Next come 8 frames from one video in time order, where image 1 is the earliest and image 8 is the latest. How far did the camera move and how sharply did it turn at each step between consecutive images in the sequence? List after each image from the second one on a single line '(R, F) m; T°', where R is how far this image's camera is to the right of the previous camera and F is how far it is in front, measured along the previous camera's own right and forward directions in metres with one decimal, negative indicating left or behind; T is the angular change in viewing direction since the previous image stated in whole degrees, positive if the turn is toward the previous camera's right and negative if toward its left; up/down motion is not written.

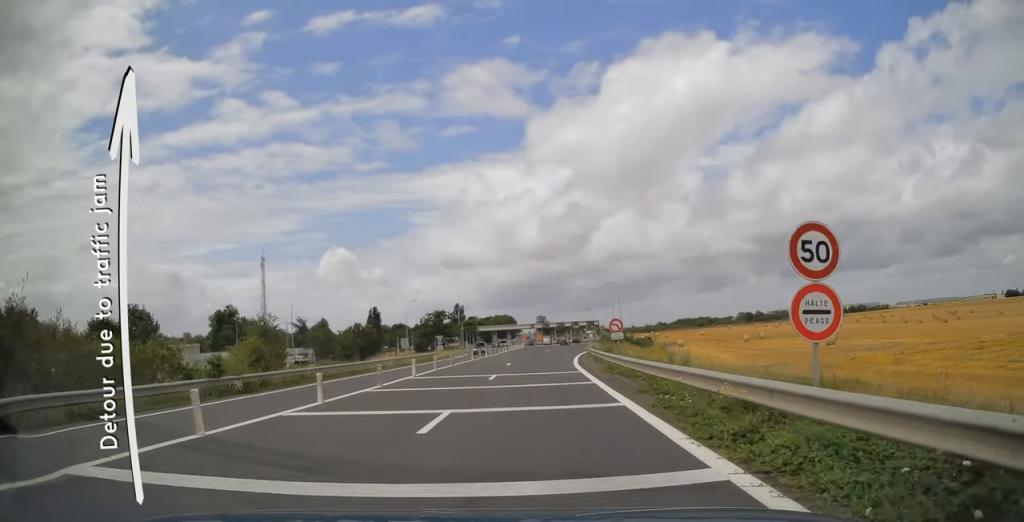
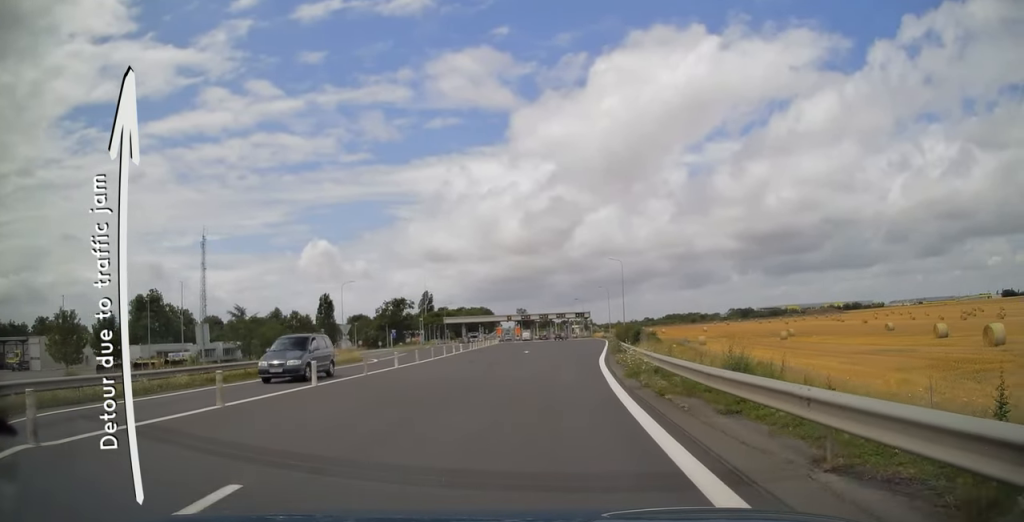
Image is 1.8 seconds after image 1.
(+0.3, +33.4) m; +1°
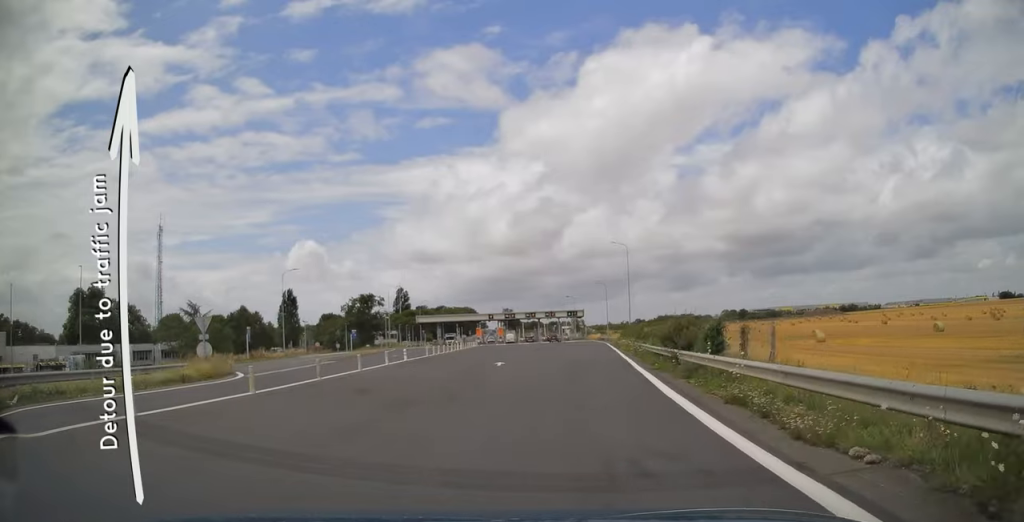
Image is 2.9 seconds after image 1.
(0.0, +20.4) m; +1°
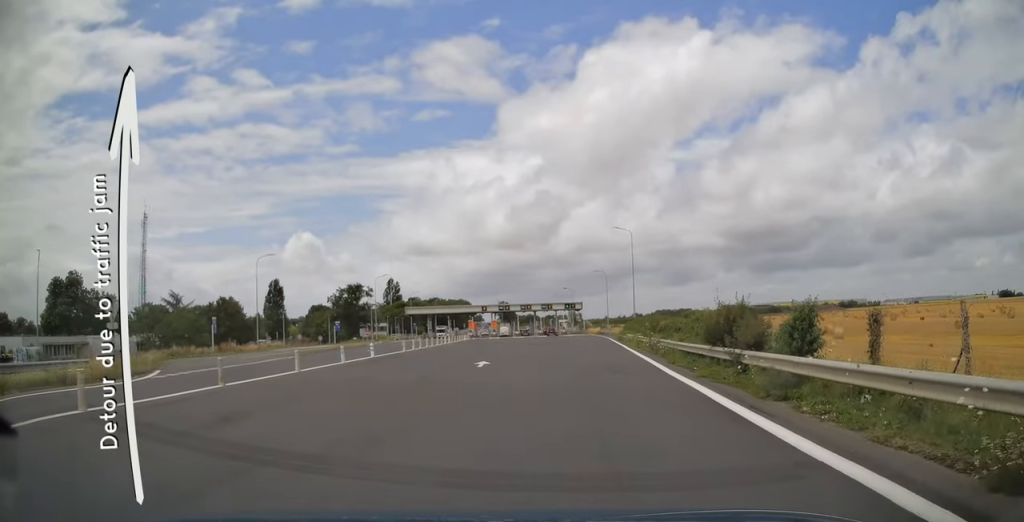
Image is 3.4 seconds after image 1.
(-0.1, +7.3) m; +1°
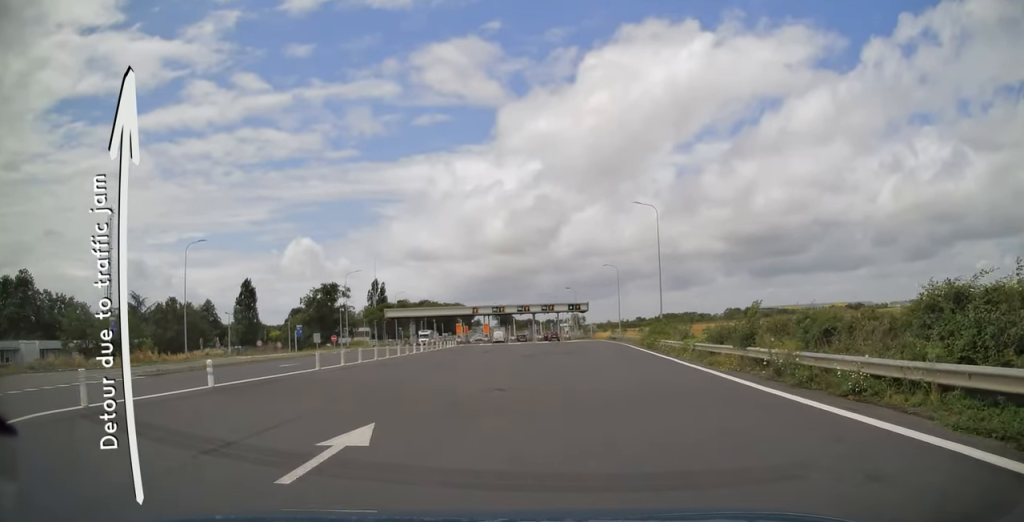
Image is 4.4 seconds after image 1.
(+0.4, +17.4) m; 0°
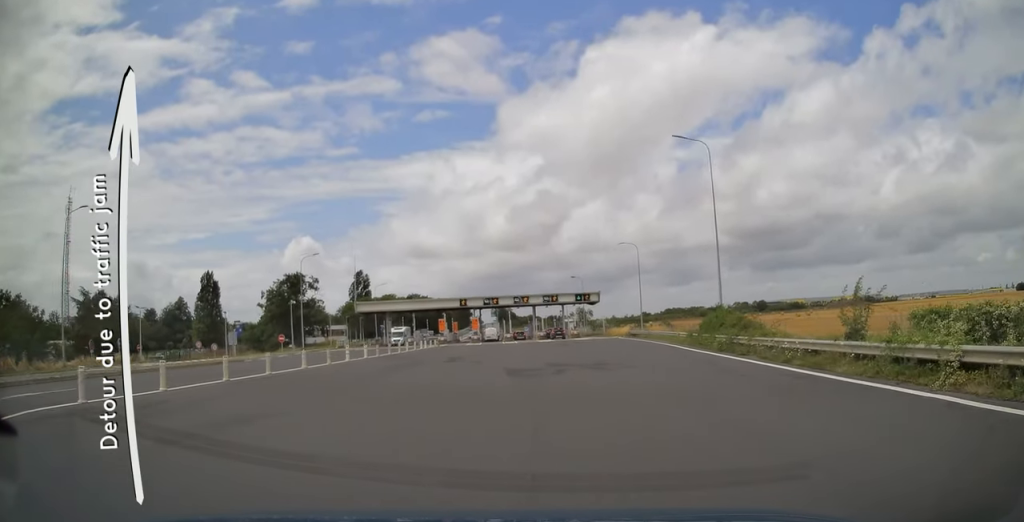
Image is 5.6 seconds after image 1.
(-0.4, +19.4) m; -1°
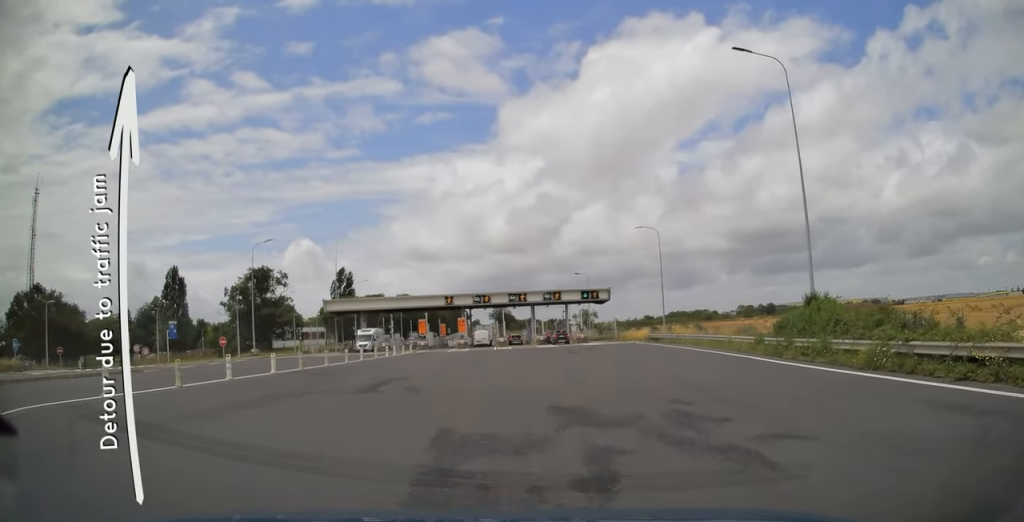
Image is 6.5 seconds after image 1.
(0.0, +14.0) m; 0°
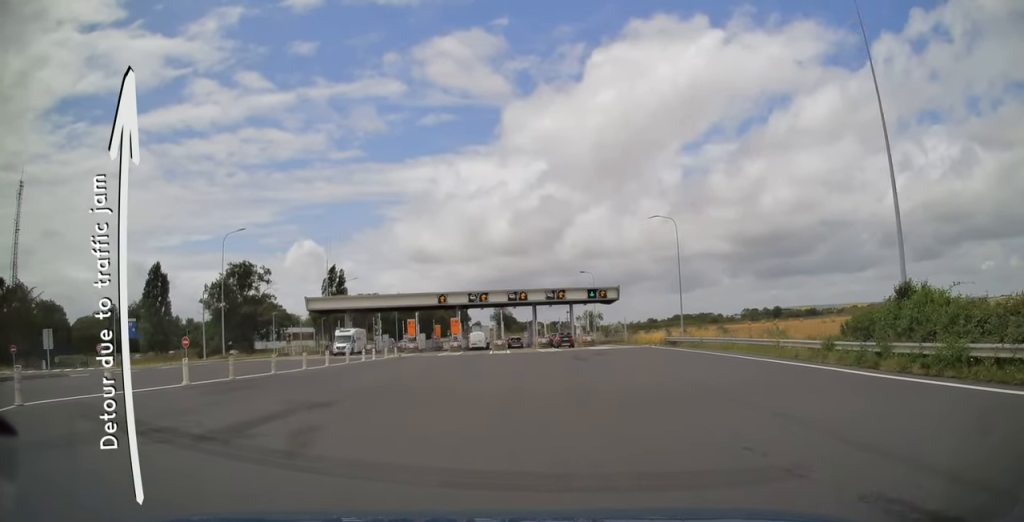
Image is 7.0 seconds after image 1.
(0.0, +7.1) m; 0°
